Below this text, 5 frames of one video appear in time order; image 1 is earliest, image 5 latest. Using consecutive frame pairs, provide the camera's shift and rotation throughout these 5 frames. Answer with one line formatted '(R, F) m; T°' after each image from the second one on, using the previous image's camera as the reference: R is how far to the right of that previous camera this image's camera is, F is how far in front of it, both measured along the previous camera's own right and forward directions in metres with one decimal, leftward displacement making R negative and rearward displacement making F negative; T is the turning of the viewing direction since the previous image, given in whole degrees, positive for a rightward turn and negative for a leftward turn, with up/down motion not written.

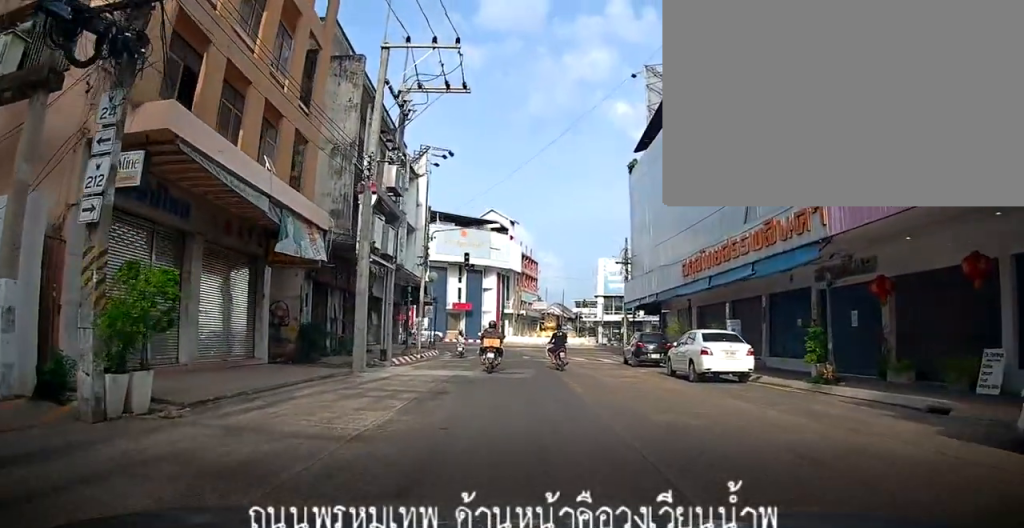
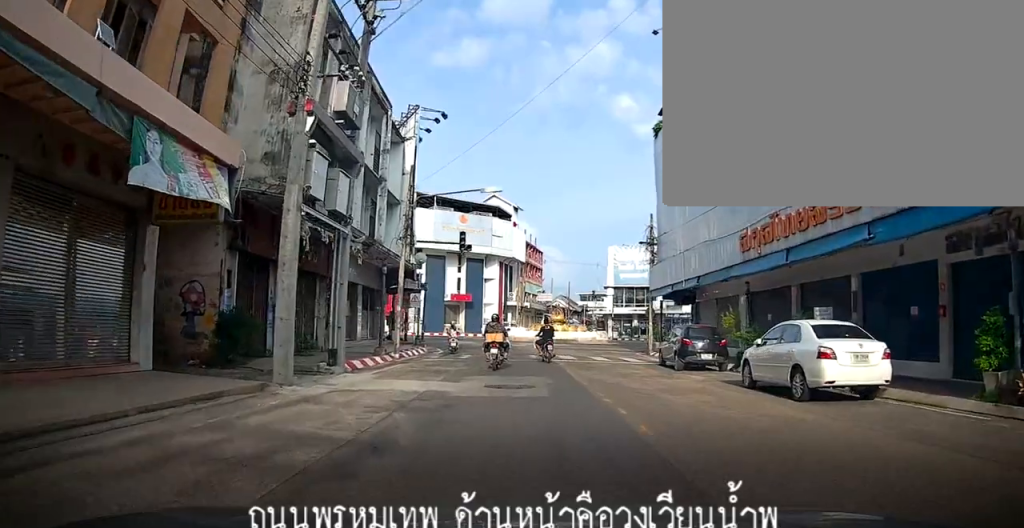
(0.0, +5.8) m; 0°
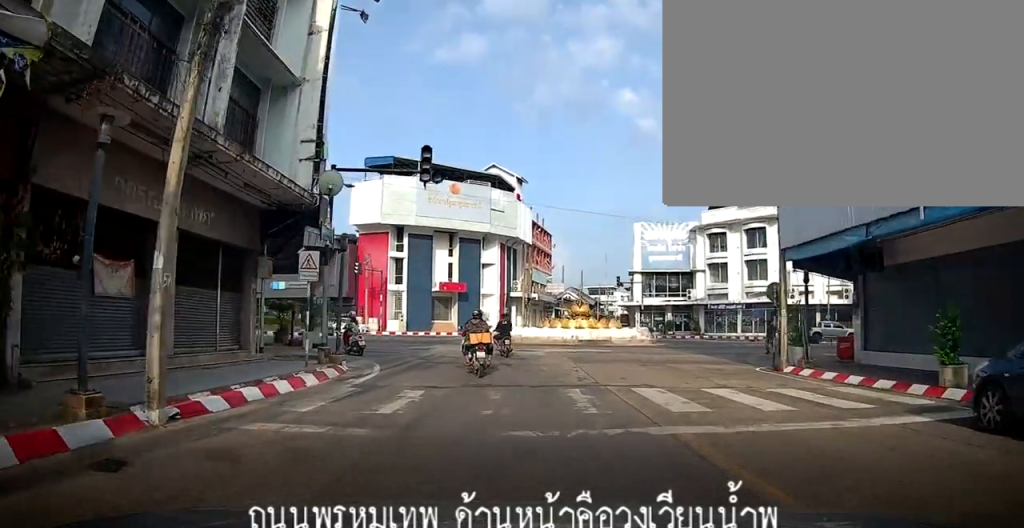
(+0.1, +15.5) m; 0°
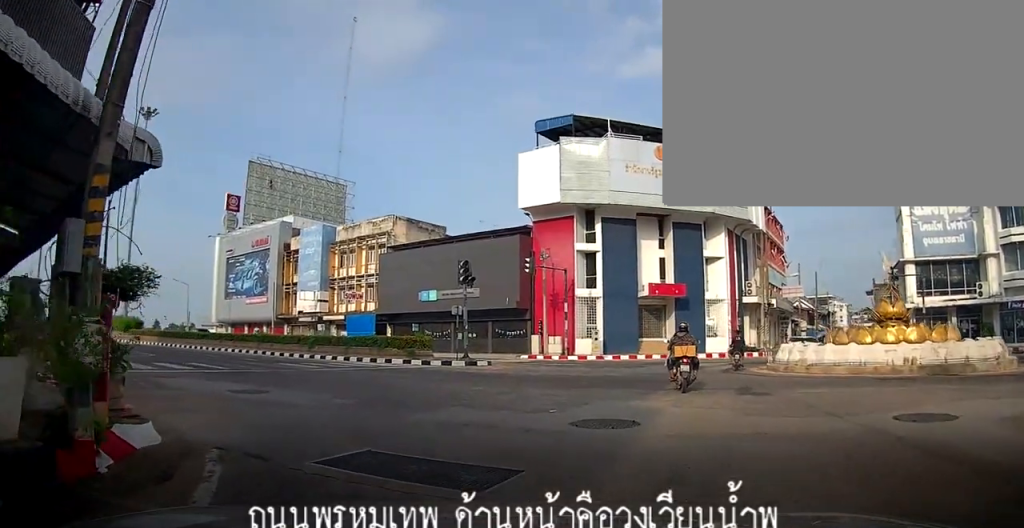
(-2.6, +18.0) m; -32°
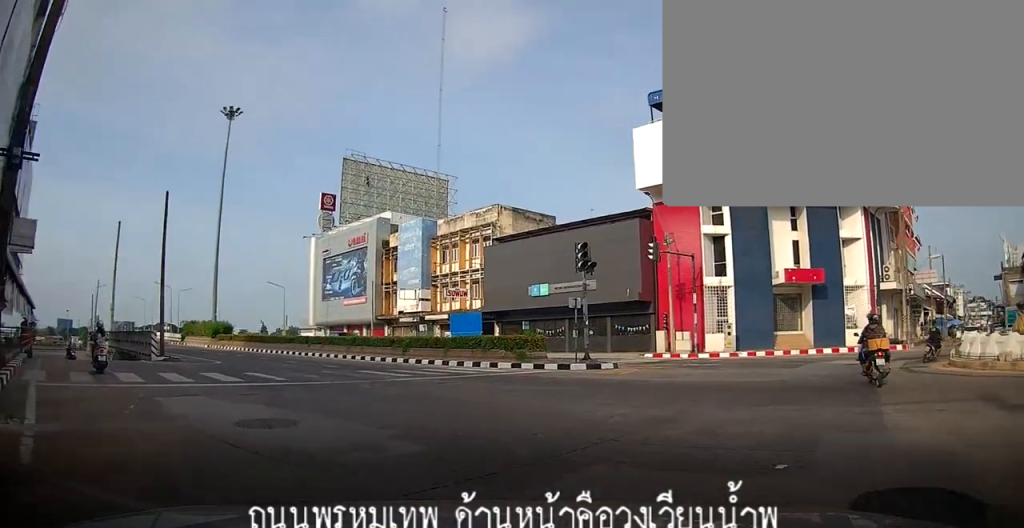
(-0.6, +4.7) m; -10°
